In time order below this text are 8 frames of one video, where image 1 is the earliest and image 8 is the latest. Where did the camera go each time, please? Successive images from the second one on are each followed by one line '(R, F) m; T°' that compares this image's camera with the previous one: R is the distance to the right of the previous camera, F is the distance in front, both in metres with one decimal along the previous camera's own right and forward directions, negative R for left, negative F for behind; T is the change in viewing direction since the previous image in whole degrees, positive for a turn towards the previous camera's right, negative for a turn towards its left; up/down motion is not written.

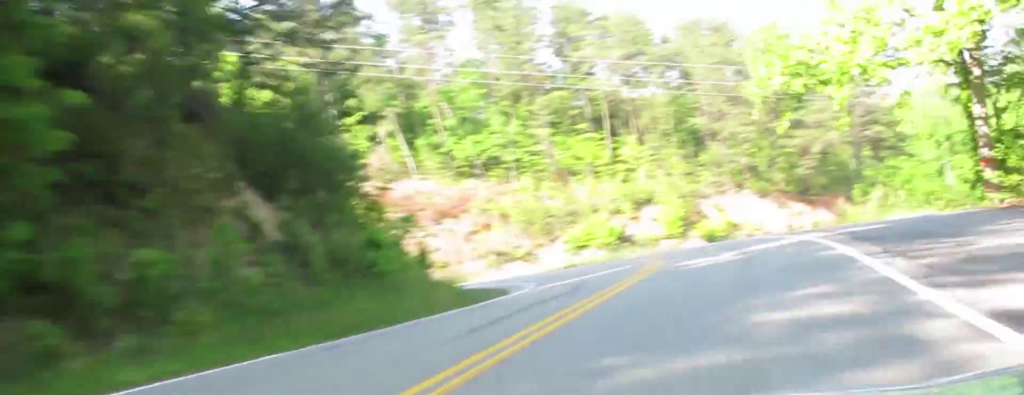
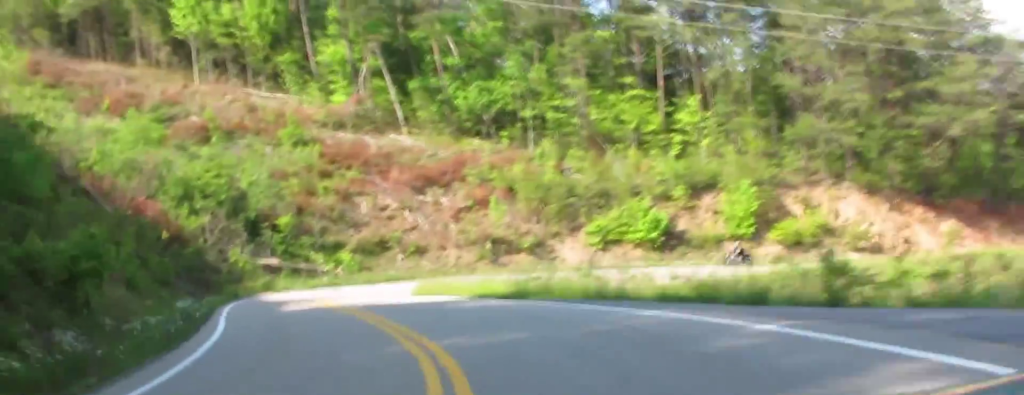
(-2.1, +17.1) m; -8°
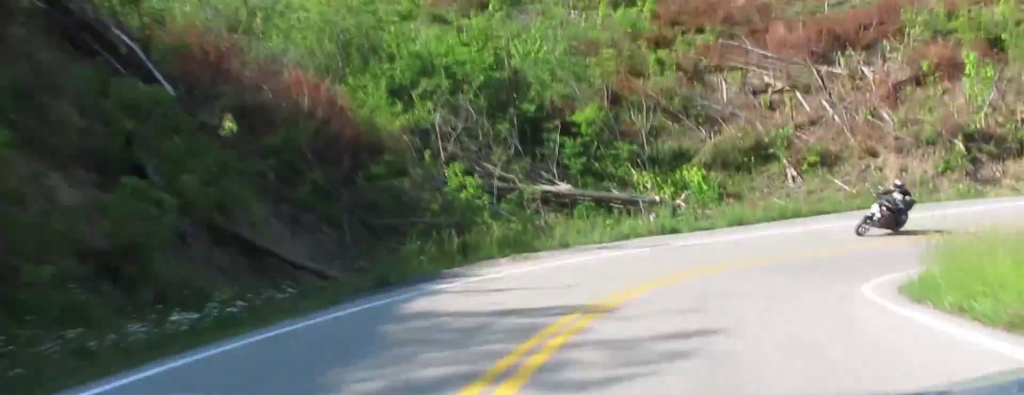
(+2.7, +26.7) m; +42°
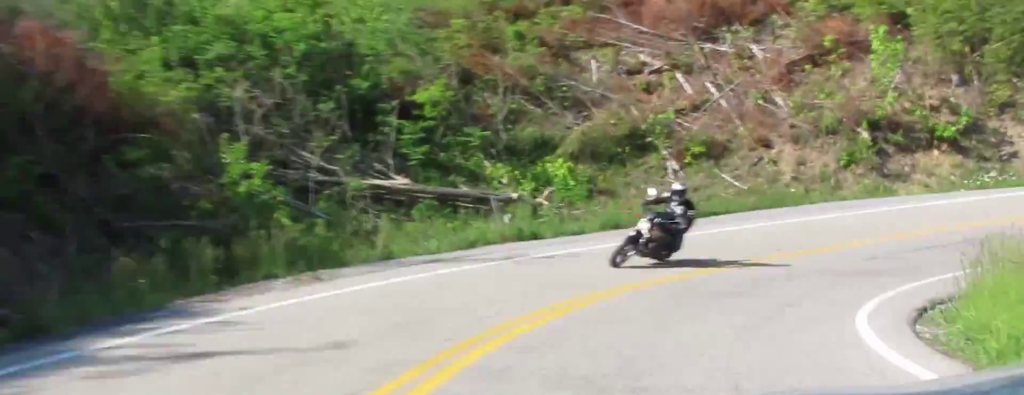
(+3.4, +7.9) m; +15°
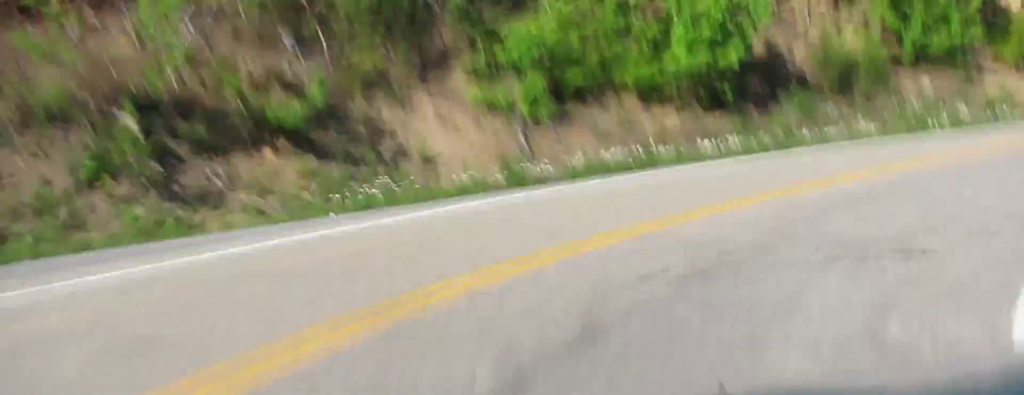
(+7.7, +21.7) m; +23°
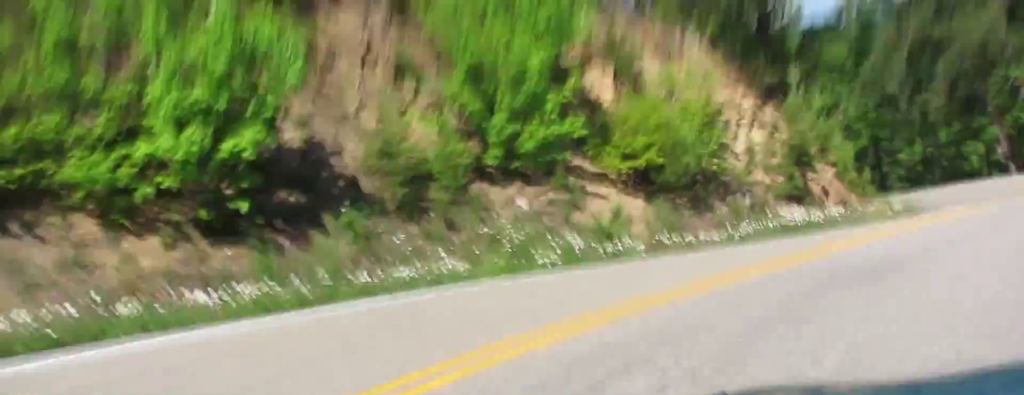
(+0.9, +10.1) m; +2°
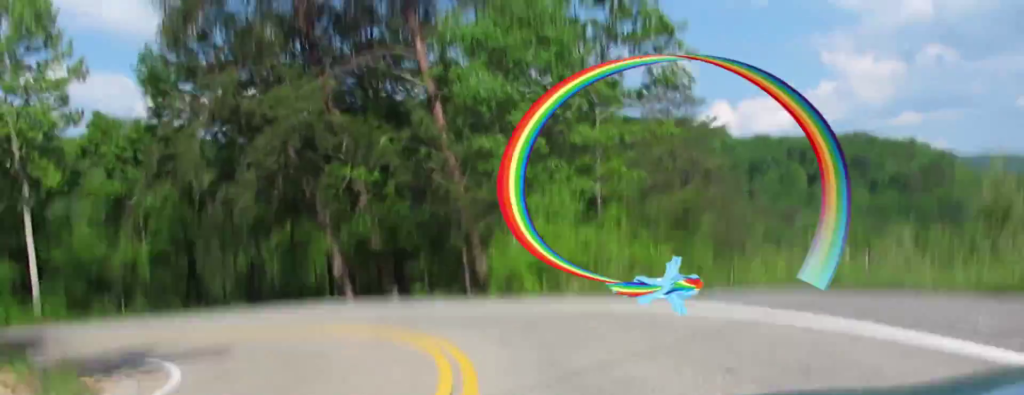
(-6.2, +24.9) m; -42°
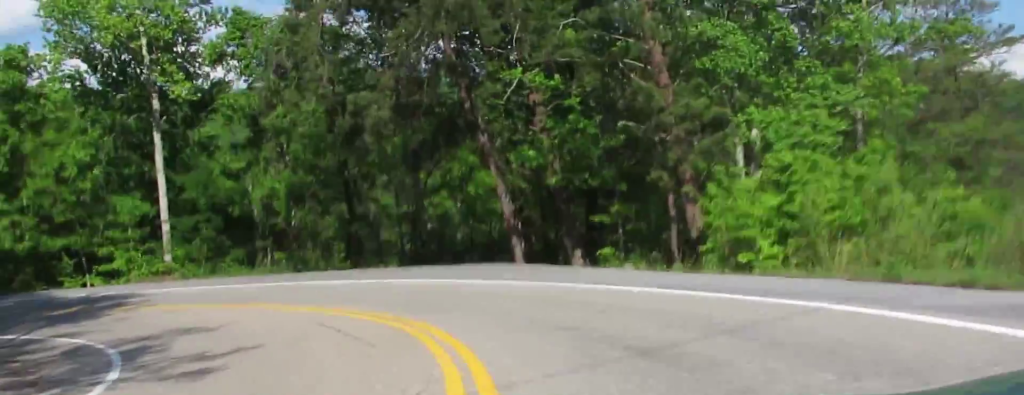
(-1.9, +12.1) m; -31°
